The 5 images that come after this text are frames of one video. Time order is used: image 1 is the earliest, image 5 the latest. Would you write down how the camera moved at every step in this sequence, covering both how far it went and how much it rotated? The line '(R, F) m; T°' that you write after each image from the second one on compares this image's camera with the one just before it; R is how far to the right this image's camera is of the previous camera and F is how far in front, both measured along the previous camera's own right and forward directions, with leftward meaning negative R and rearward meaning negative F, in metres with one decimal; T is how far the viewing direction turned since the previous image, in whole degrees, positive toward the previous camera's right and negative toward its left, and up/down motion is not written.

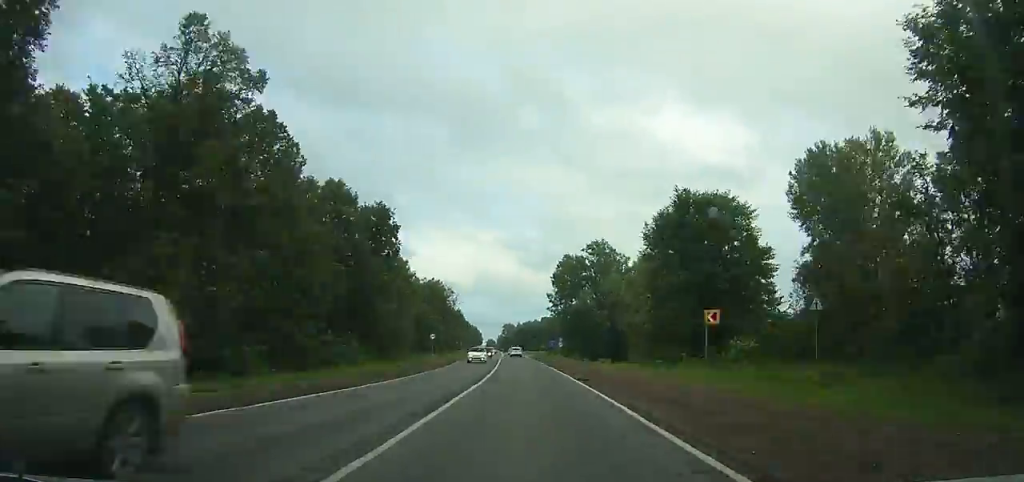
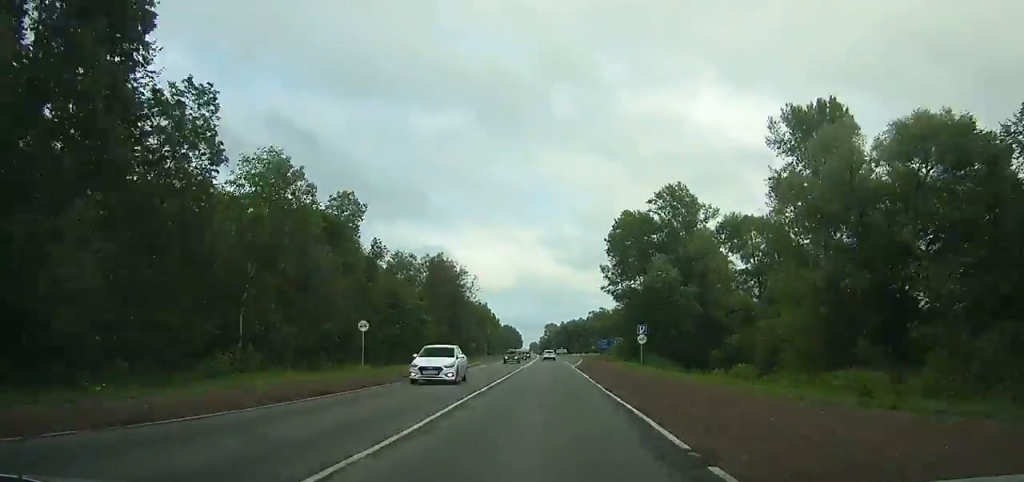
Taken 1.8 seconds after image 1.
(-1.3, +46.5) m; -4°
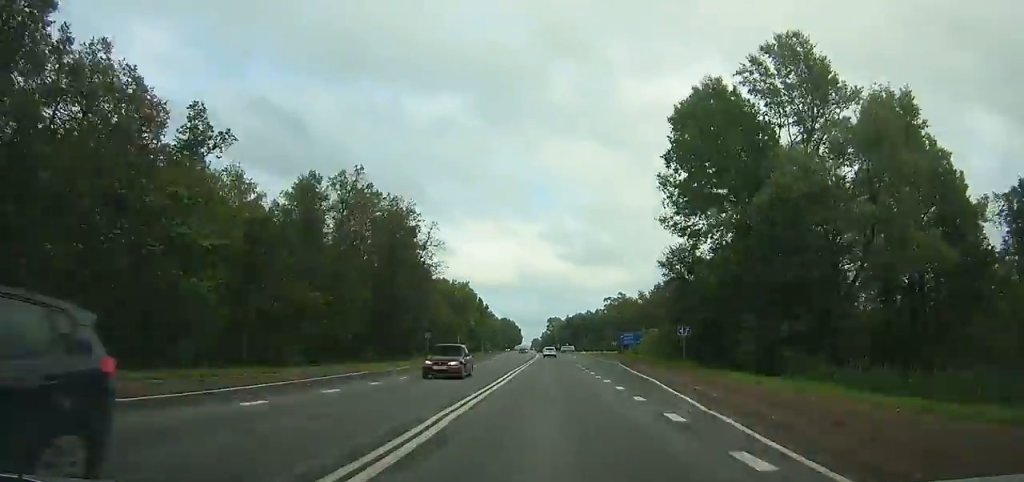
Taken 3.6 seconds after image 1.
(-1.9, +46.9) m; -2°
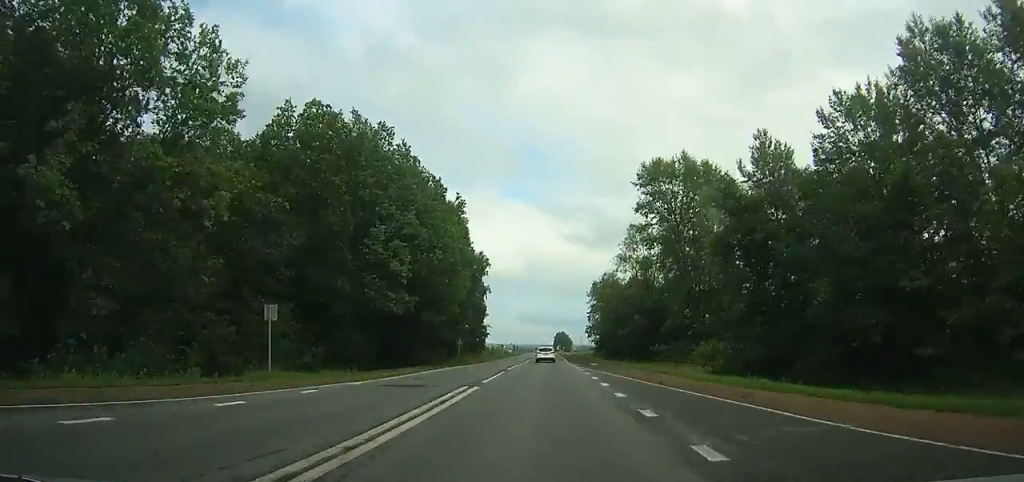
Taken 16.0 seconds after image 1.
(-12.6, +317.5) m; -3°
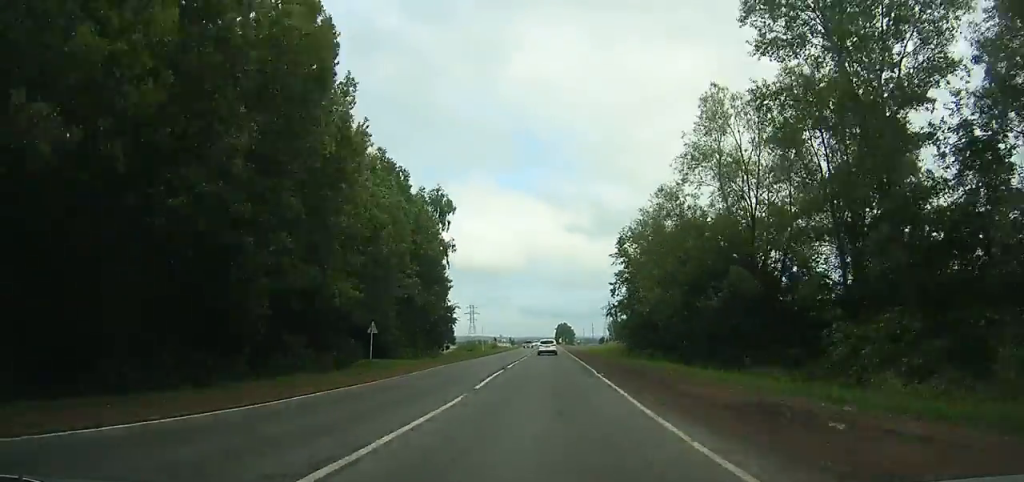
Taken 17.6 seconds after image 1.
(+0.1, +38.8) m; 0°
